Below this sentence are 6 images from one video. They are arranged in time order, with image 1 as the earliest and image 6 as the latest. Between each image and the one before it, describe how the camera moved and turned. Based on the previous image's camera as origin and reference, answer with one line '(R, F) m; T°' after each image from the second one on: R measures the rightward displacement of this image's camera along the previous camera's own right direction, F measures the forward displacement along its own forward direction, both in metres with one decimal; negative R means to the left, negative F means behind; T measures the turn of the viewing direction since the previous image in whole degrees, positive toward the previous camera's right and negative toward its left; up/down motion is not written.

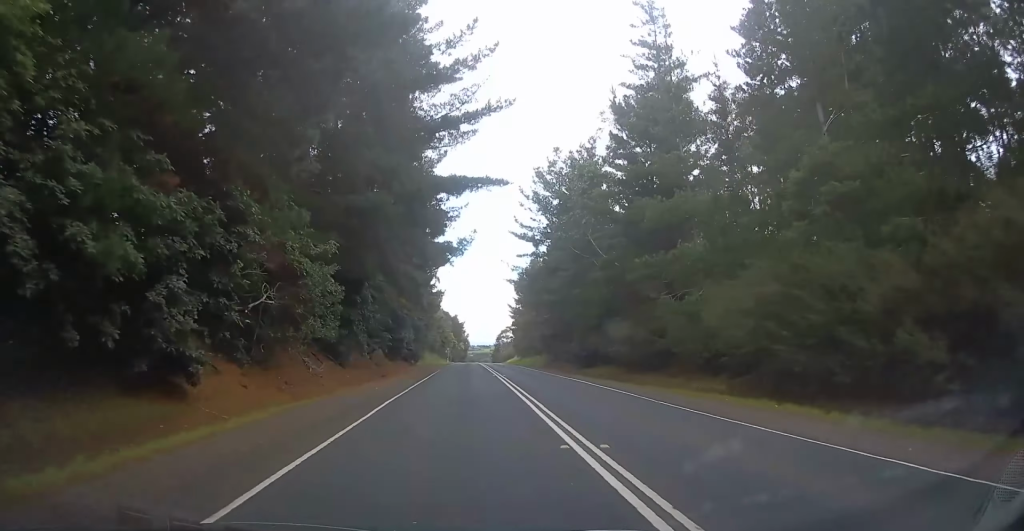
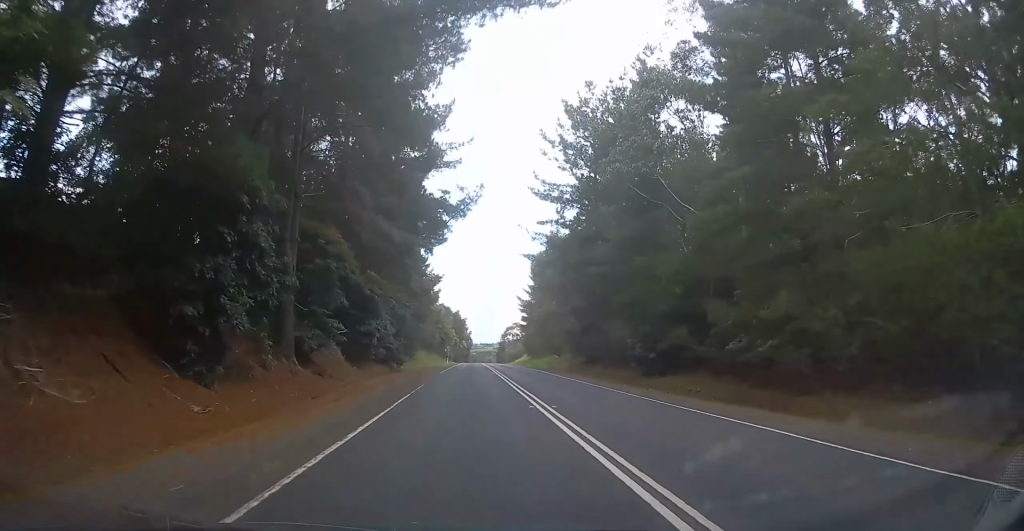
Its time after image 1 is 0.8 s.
(-0.3, +17.5) m; -1°
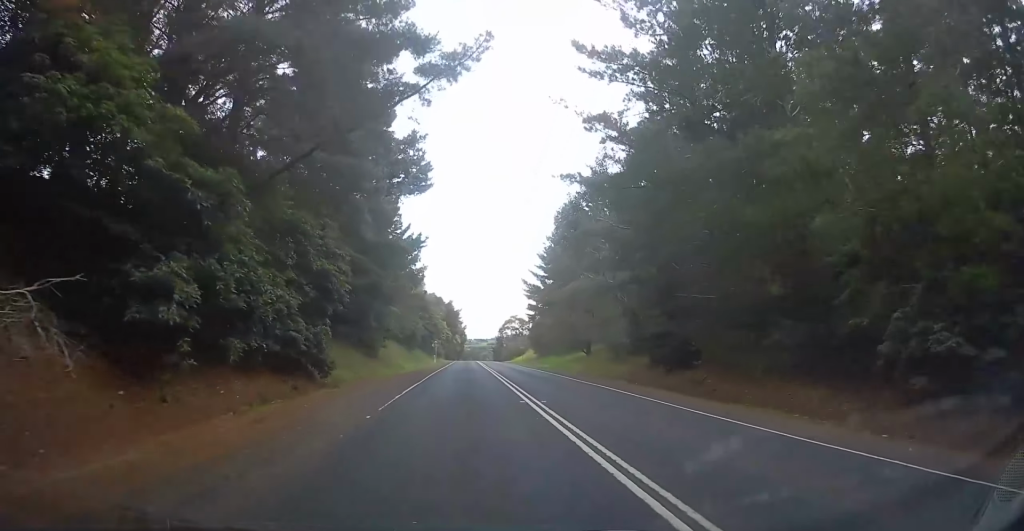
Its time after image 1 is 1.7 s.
(+0.1, +22.1) m; +1°
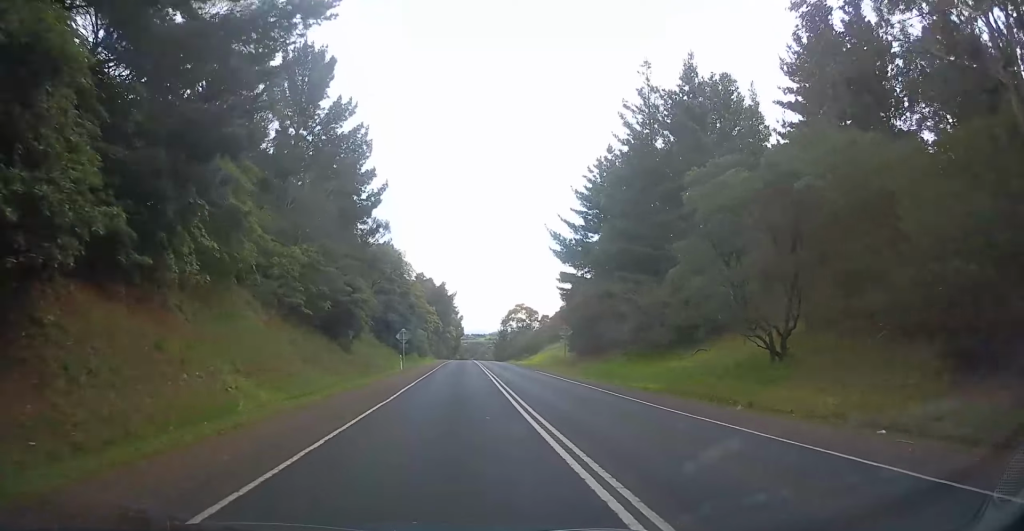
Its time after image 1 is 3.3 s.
(+0.1, +37.0) m; -1°
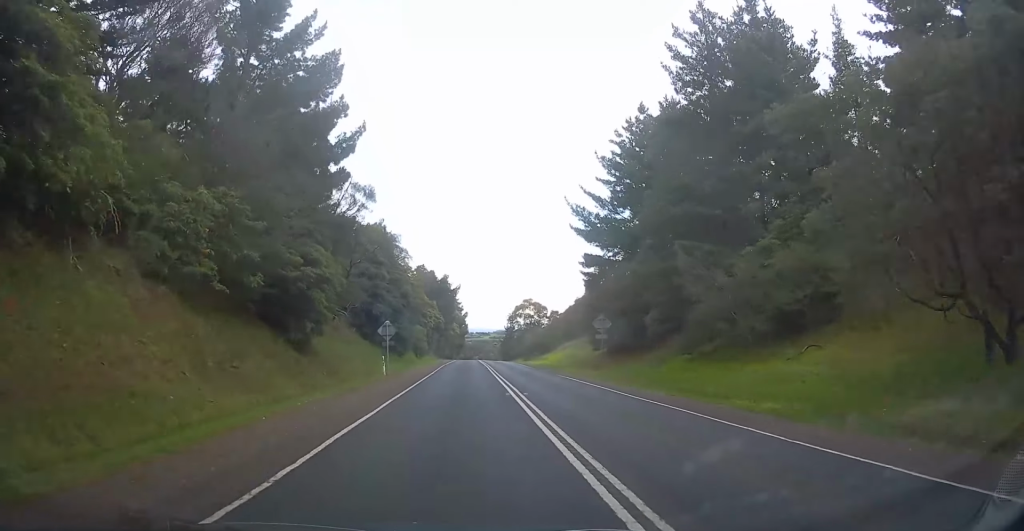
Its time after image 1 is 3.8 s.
(-0.1, +10.0) m; 0°
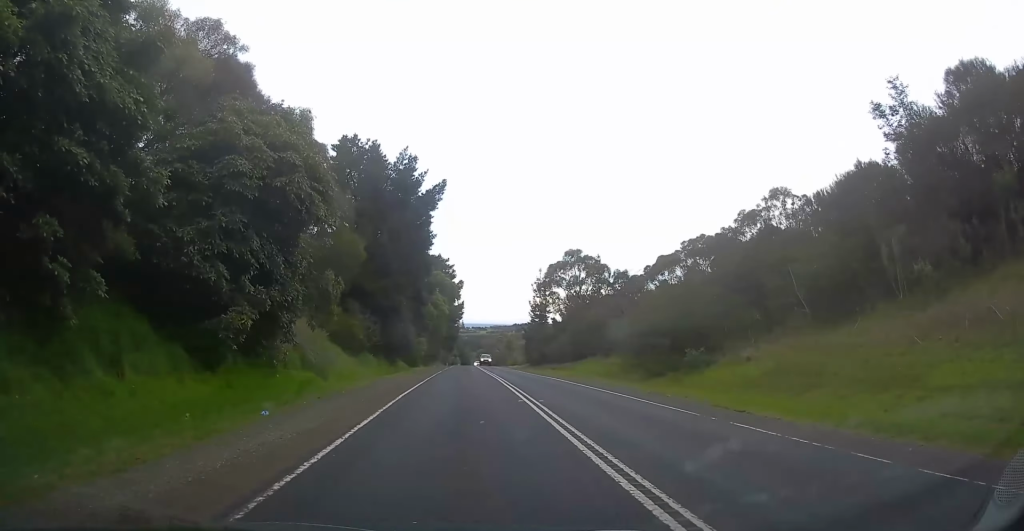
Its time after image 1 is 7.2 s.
(+0.9, +76.6) m; +1°
